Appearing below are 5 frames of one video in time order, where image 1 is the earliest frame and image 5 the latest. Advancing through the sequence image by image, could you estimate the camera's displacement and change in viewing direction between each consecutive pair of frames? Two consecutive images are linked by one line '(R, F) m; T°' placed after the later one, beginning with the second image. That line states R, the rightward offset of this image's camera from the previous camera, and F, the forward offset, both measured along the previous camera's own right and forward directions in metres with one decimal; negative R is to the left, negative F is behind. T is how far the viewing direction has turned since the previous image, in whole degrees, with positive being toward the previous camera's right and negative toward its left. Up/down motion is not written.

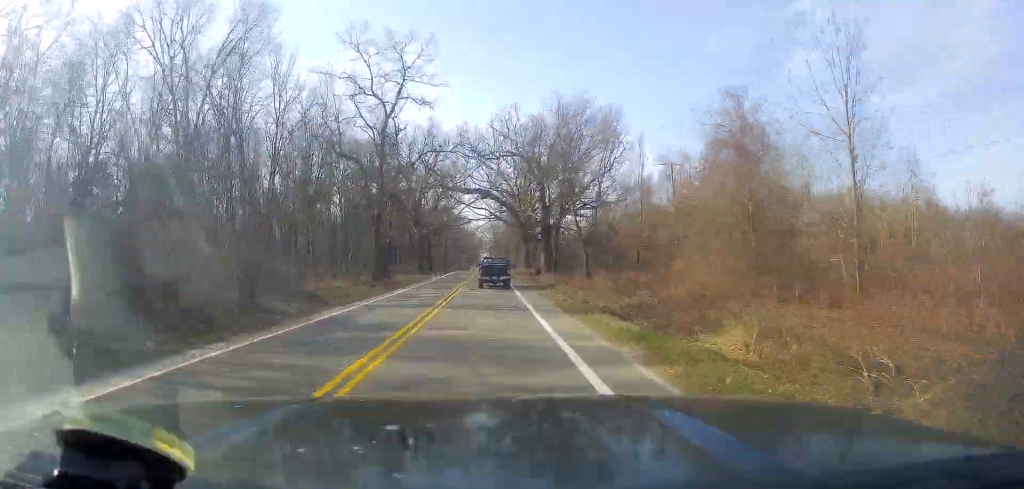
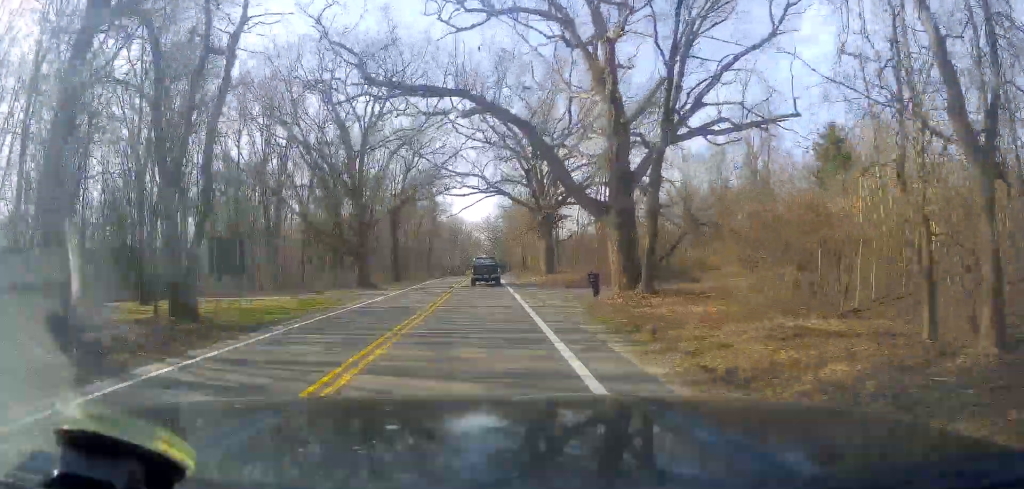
(-0.3, +34.0) m; +1°
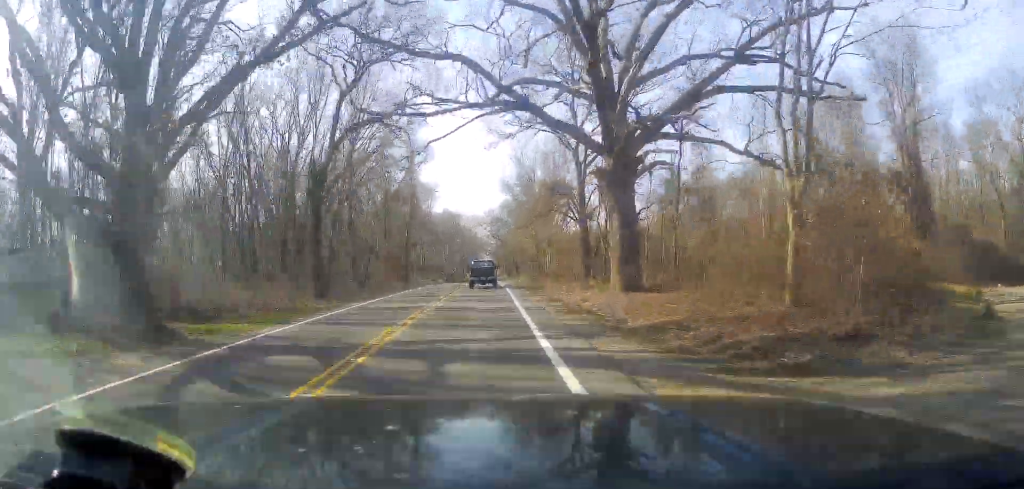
(+0.1, +29.5) m; +1°
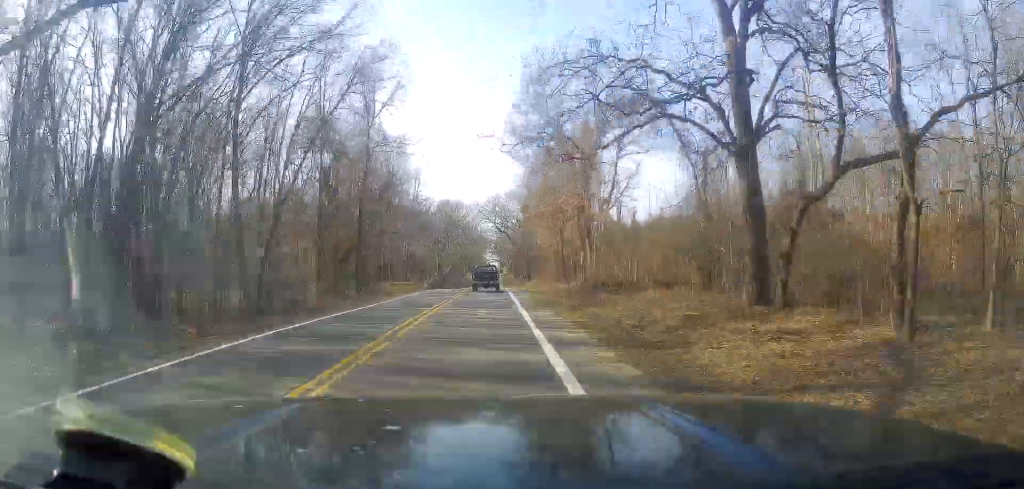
(+0.5, +27.6) m; +1°
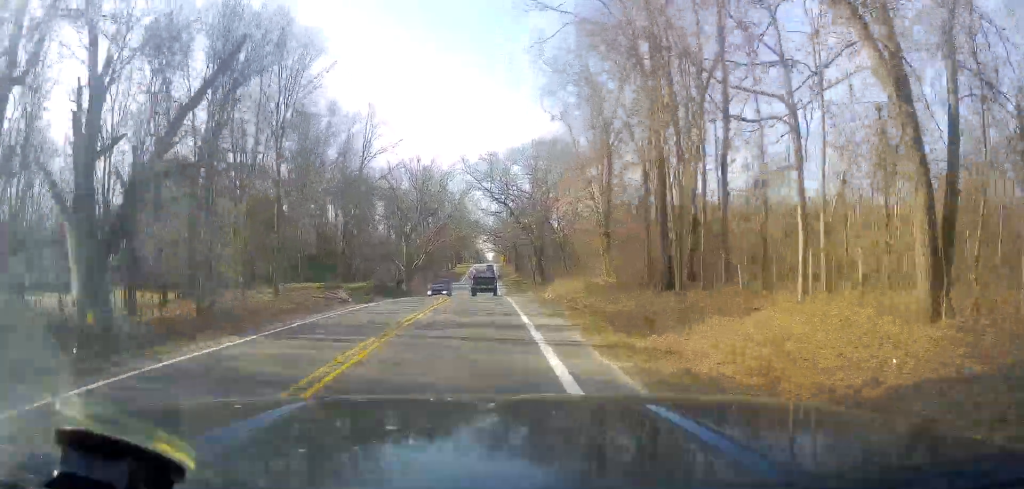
(-1.2, +37.5) m; -2°
